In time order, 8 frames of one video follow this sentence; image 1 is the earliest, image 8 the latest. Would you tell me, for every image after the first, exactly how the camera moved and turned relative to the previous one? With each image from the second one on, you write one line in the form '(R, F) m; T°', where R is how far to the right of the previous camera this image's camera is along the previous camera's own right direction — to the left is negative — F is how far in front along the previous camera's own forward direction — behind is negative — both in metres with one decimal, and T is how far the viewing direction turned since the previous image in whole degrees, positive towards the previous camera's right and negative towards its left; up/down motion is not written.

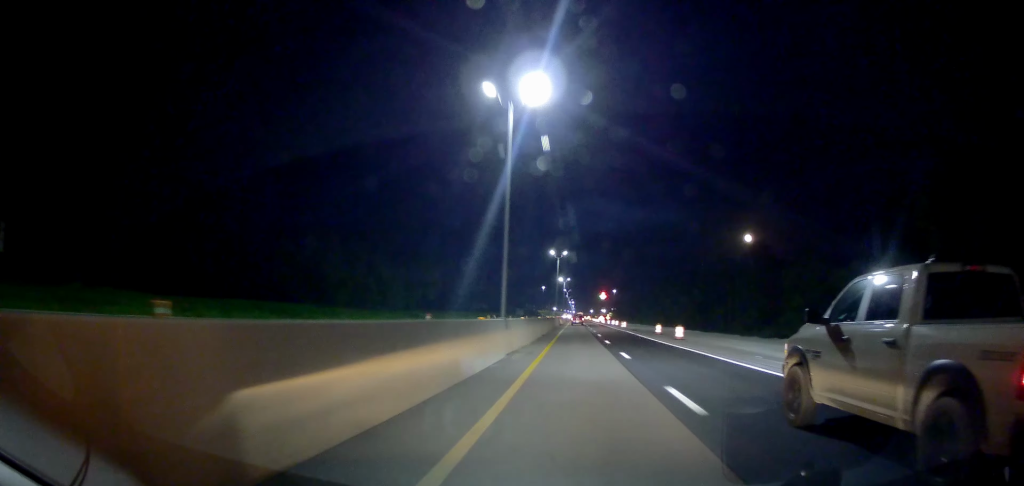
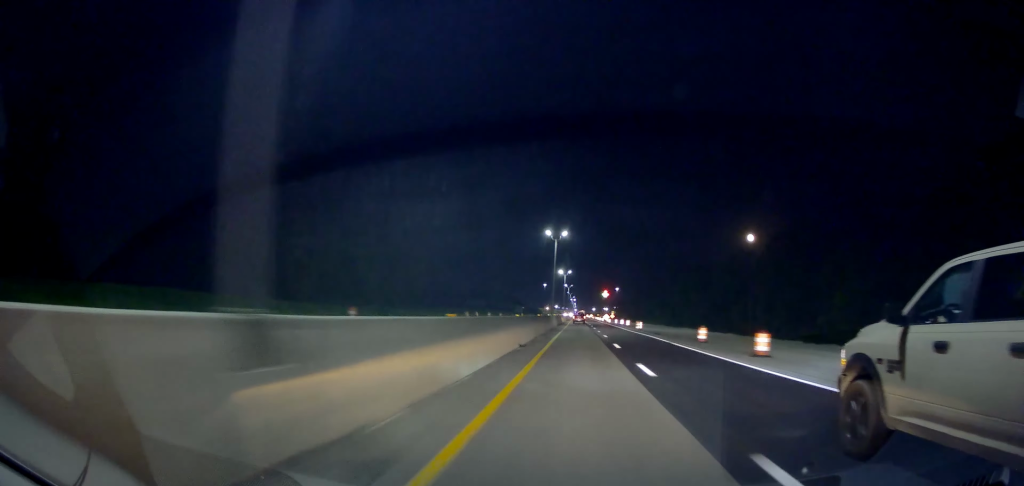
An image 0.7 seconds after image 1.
(+0.1, +18.5) m; -1°
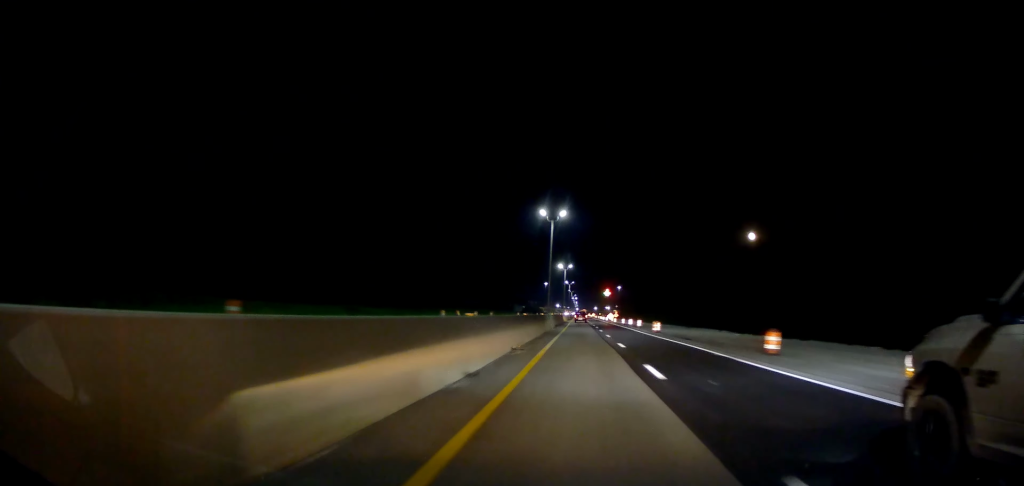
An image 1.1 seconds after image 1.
(-0.1, +13.0) m; 0°
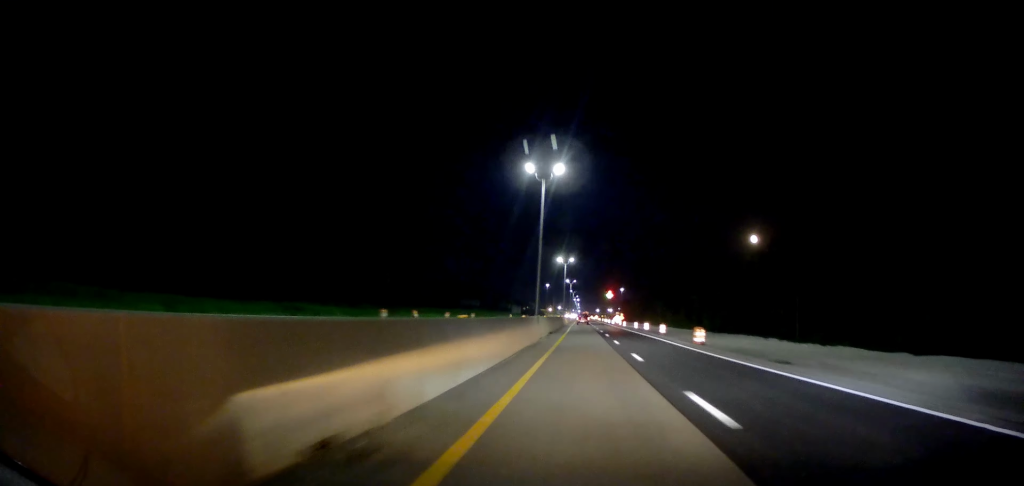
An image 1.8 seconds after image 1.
(-0.4, +17.6) m; 0°
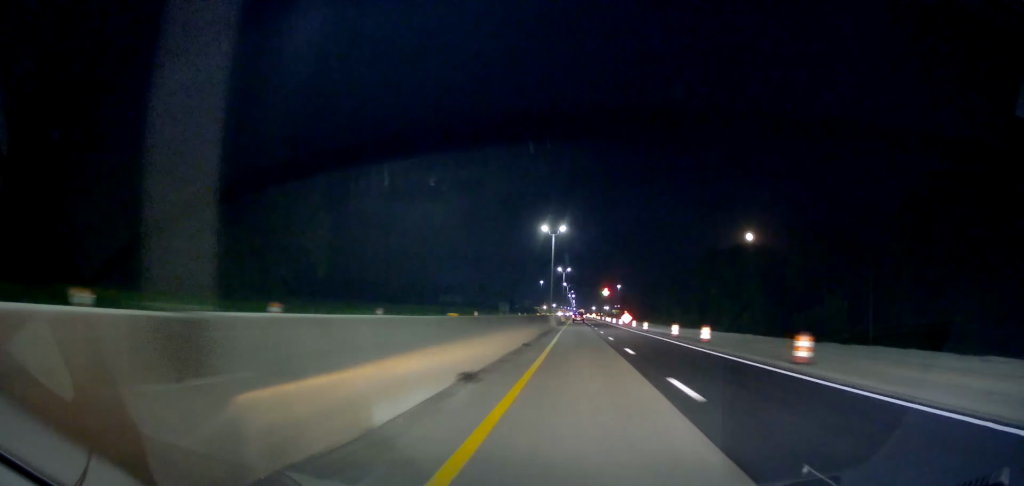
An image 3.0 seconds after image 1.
(+0.6, +33.7) m; +1°
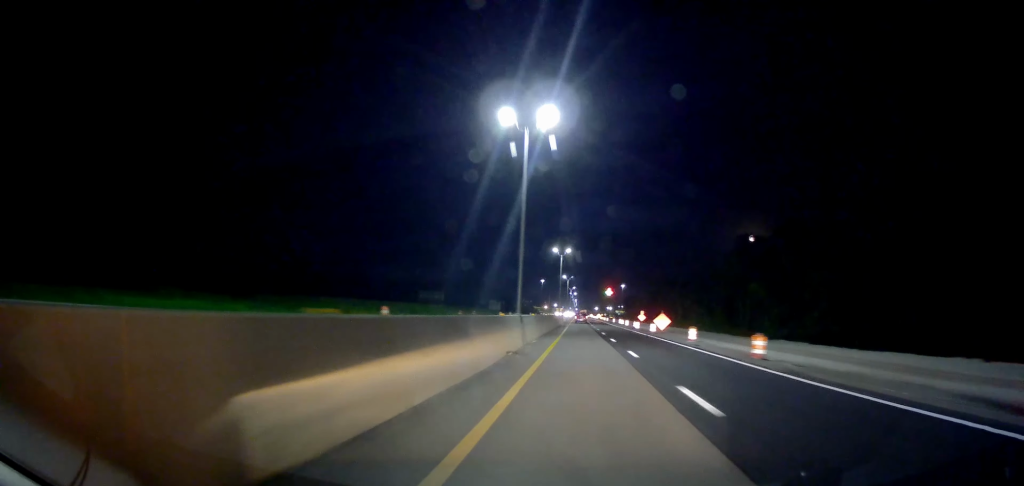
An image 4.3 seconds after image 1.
(0.0, +37.7) m; -1°
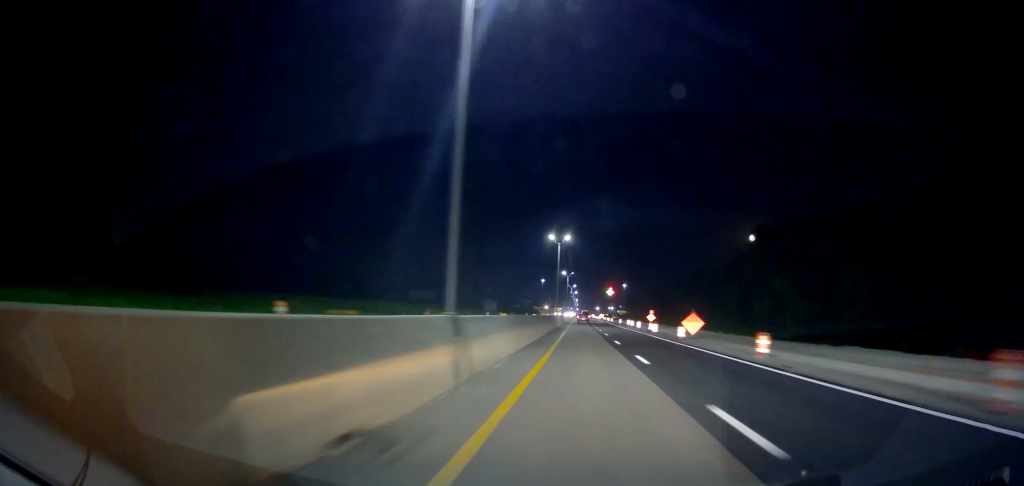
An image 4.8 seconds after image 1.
(+0.1, +15.0) m; -1°
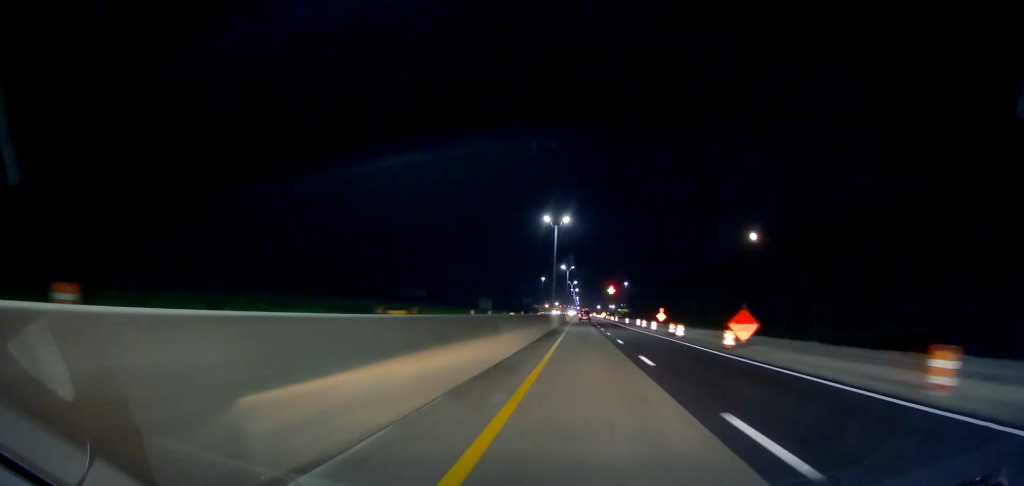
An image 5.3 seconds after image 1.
(-0.2, +13.1) m; 0°
